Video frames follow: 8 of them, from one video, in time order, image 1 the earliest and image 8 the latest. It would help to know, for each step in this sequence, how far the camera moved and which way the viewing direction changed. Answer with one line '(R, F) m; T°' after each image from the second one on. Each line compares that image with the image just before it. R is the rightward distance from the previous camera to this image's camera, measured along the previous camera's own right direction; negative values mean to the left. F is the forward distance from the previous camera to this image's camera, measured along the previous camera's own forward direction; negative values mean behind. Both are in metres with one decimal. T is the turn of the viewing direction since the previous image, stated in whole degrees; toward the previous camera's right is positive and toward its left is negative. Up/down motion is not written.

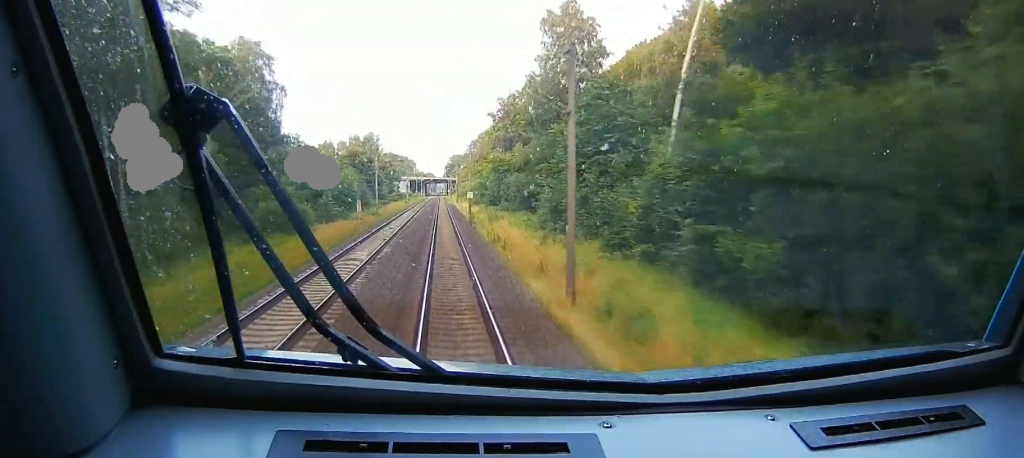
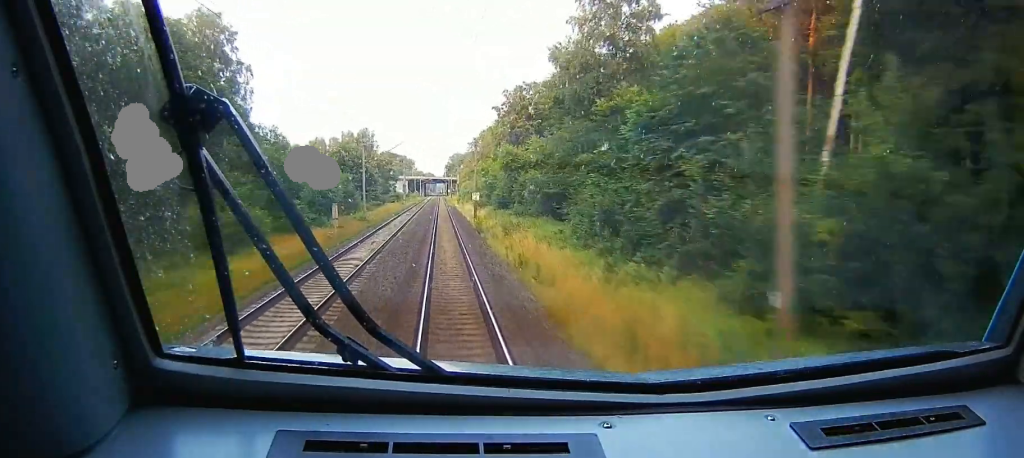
(+0.1, +14.5) m; 0°
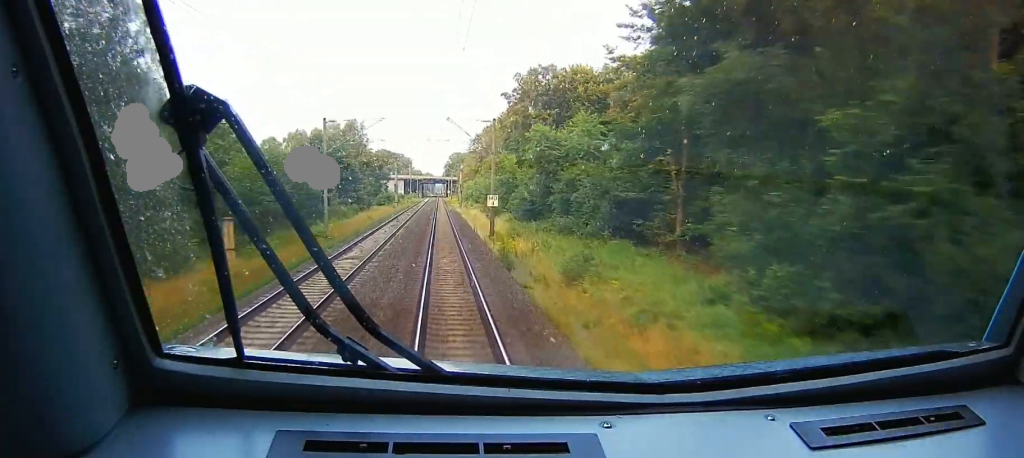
(+0.2, +25.3) m; 0°
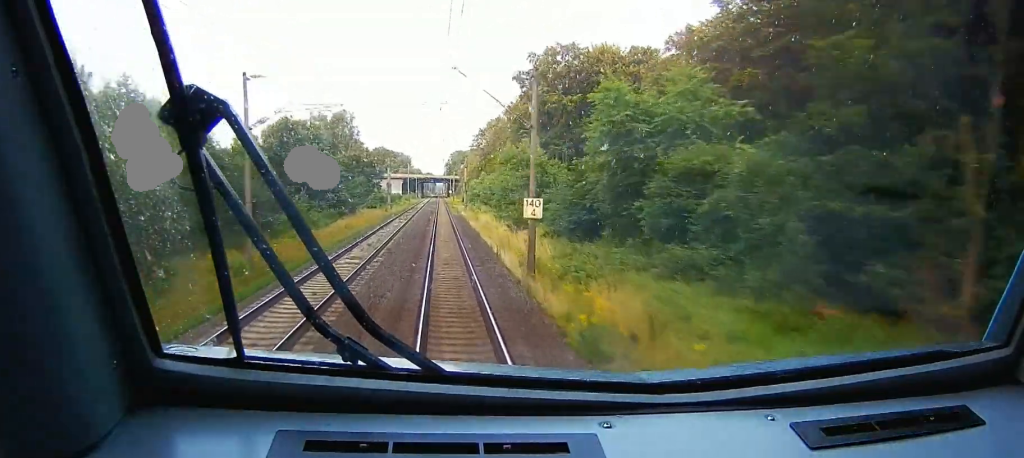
(0.0, +19.3) m; 0°
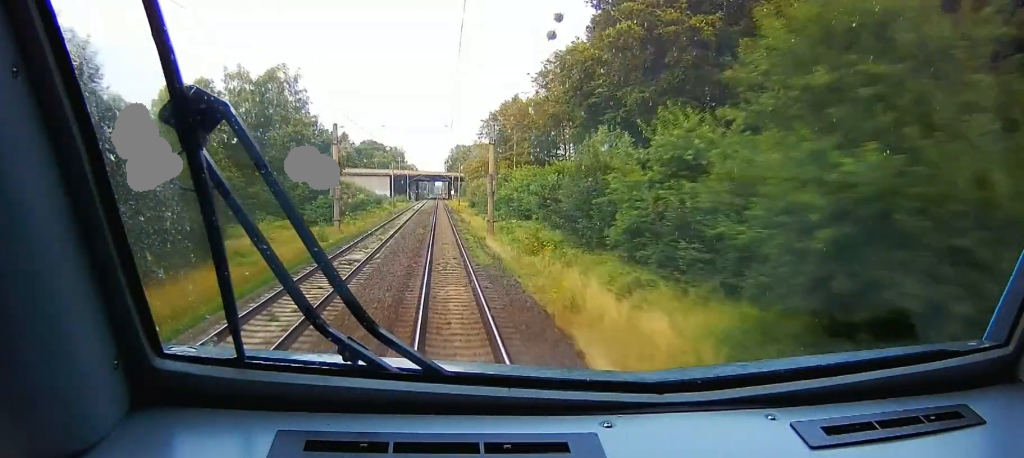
(0.0, +55.4) m; 0°
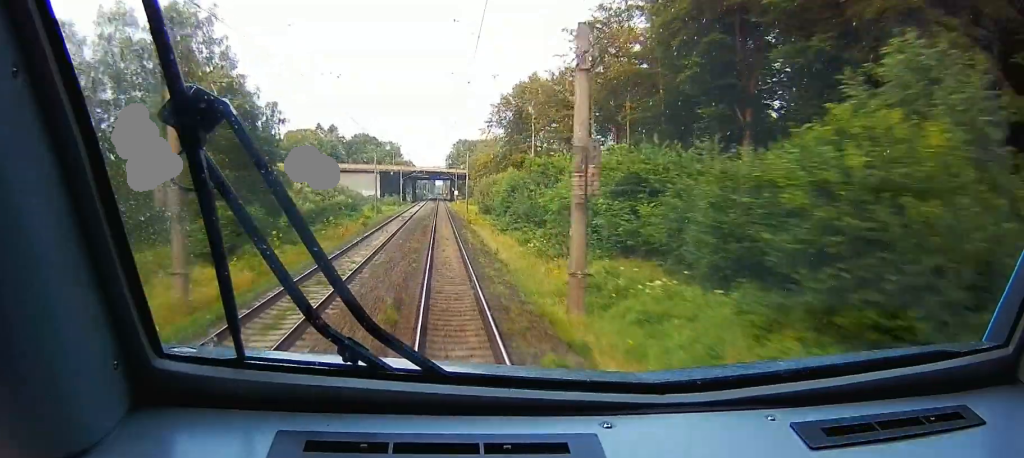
(0.0, +33.8) m; 0°
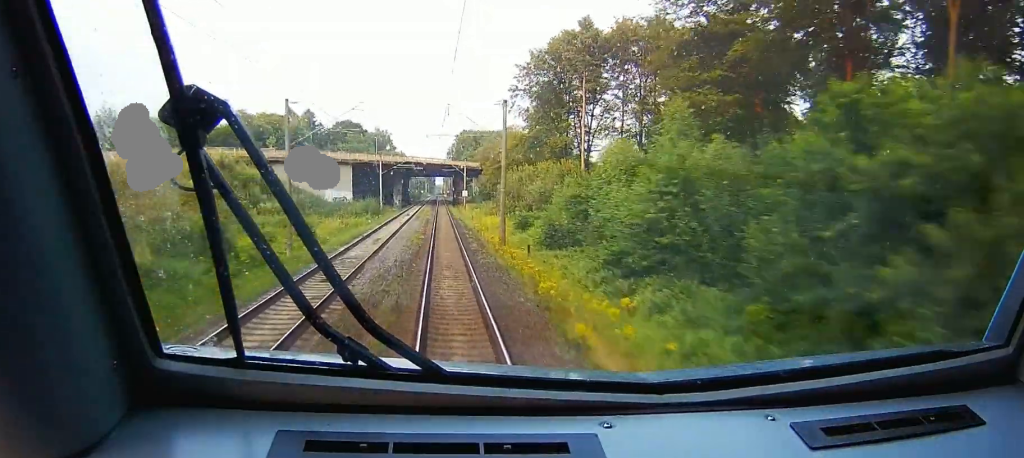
(-0.2, +50.1) m; 0°
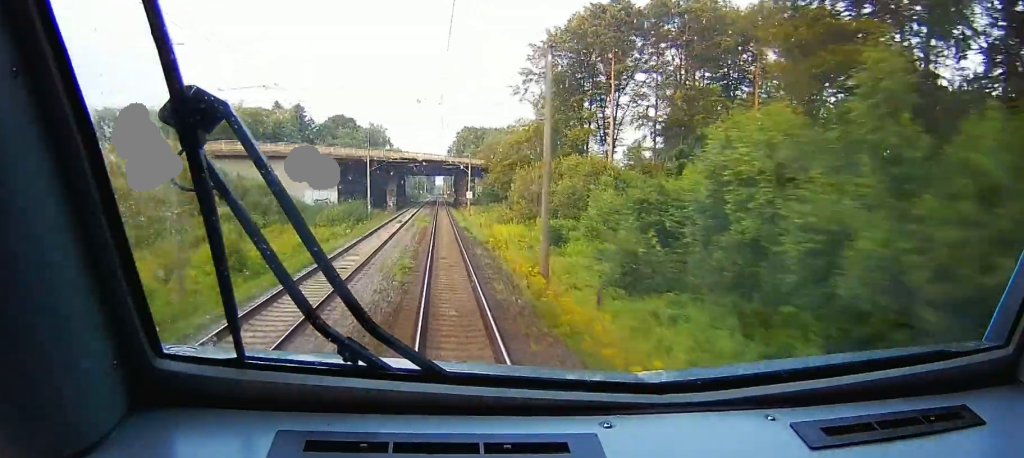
(0.0, +15.3) m; 0°
